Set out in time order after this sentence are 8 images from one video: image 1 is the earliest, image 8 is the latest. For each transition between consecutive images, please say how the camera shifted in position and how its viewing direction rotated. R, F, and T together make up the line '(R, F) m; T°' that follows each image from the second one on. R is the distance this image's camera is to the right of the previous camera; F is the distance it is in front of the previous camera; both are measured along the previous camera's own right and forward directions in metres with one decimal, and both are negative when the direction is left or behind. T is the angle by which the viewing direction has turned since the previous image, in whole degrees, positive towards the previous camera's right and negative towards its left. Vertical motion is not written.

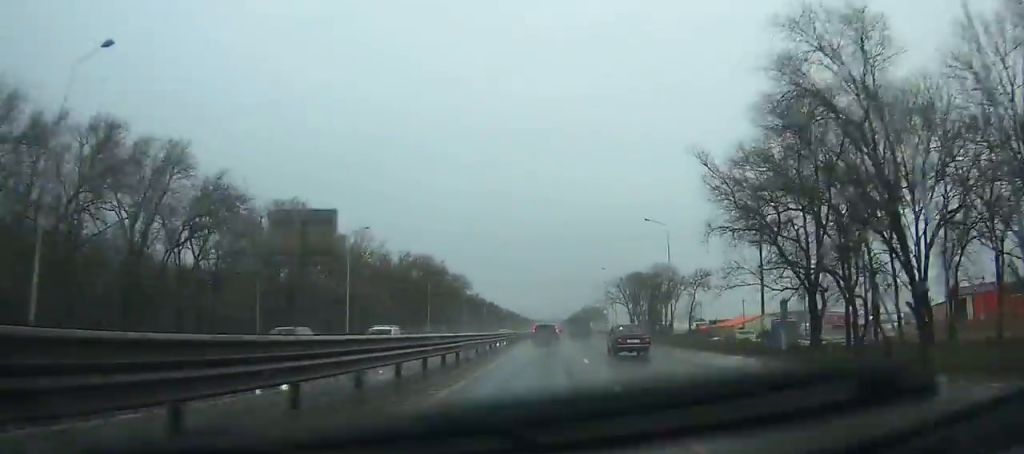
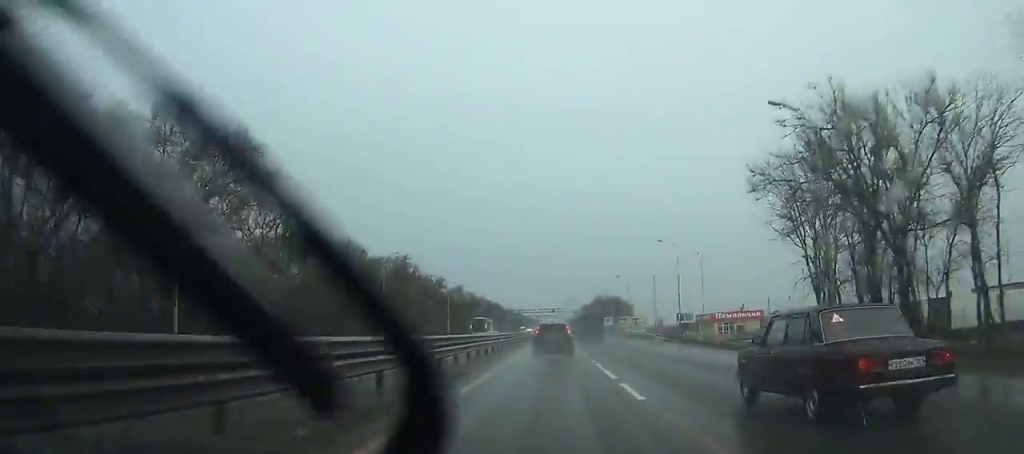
(-0.5, +119.2) m; 0°
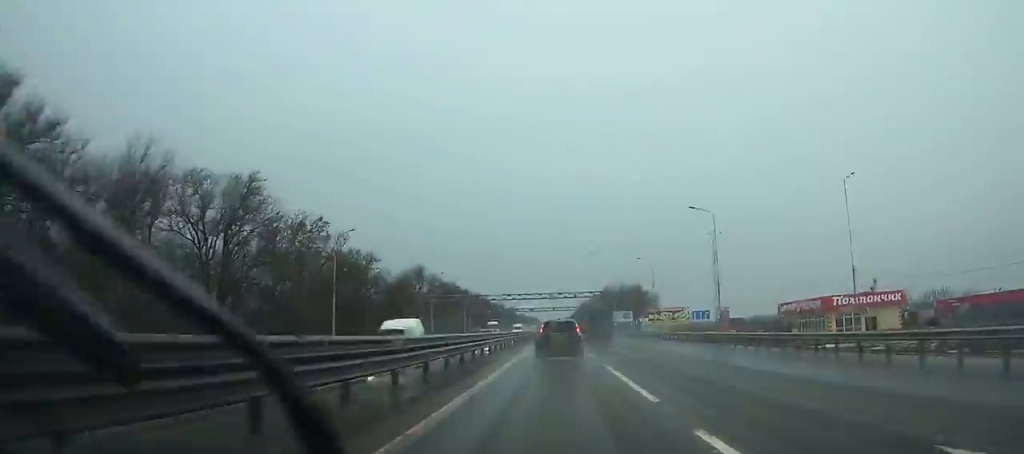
(-0.2, +64.6) m; 0°
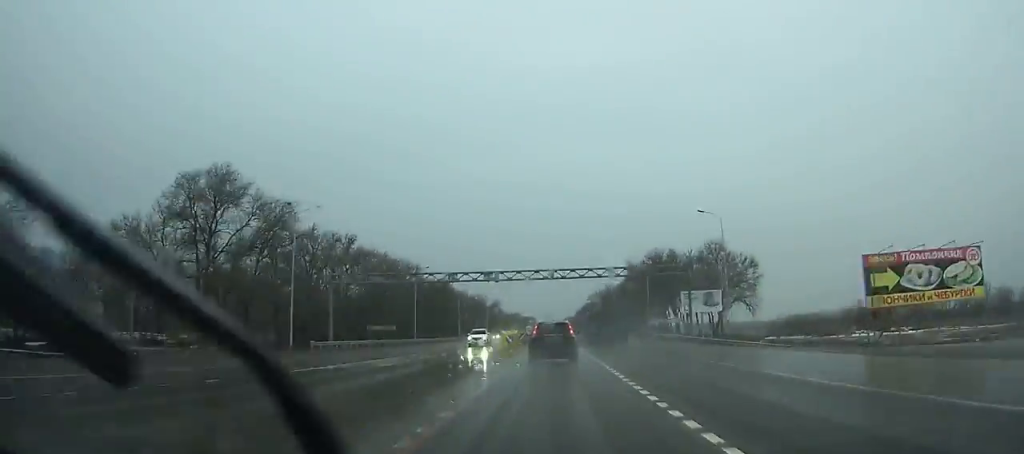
(+0.8, +97.2) m; +1°
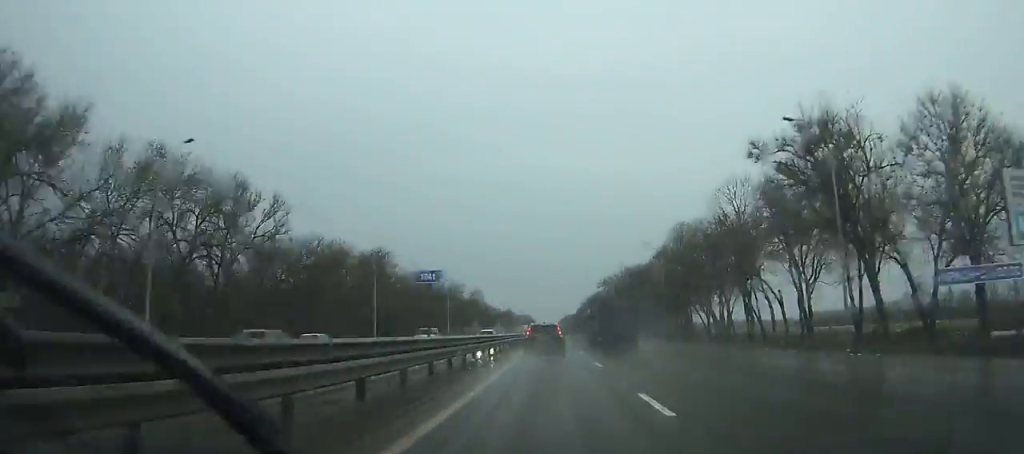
(+0.1, +64.5) m; 0°
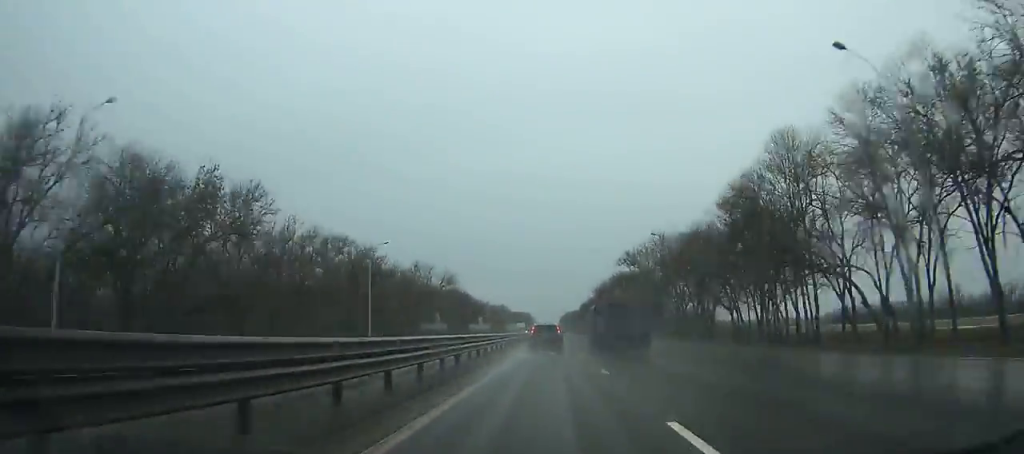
(-0.1, +53.4) m; -1°
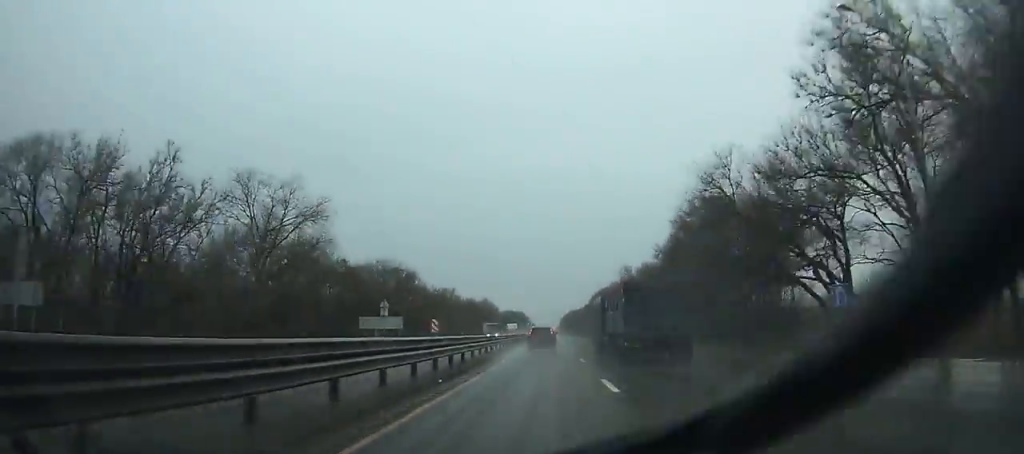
(-0.6, +90.0) m; 0°
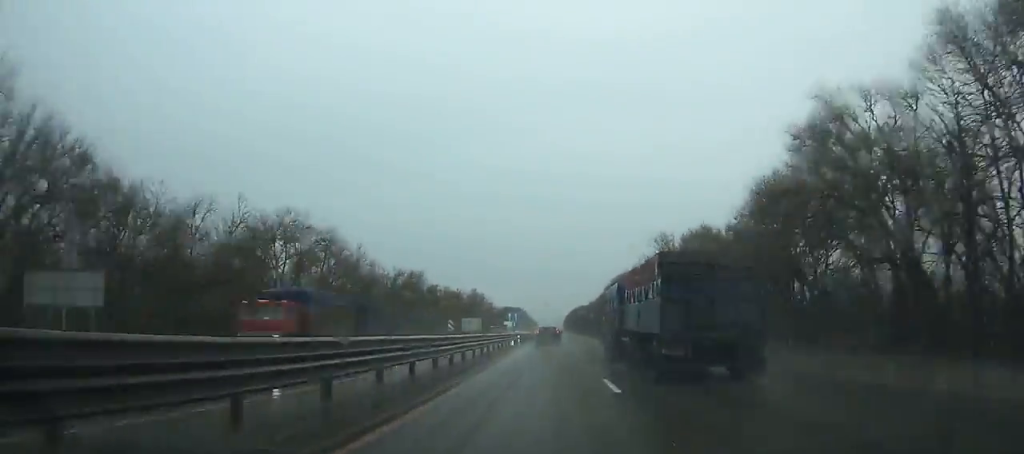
(-0.1, +48.9) m; 0°
